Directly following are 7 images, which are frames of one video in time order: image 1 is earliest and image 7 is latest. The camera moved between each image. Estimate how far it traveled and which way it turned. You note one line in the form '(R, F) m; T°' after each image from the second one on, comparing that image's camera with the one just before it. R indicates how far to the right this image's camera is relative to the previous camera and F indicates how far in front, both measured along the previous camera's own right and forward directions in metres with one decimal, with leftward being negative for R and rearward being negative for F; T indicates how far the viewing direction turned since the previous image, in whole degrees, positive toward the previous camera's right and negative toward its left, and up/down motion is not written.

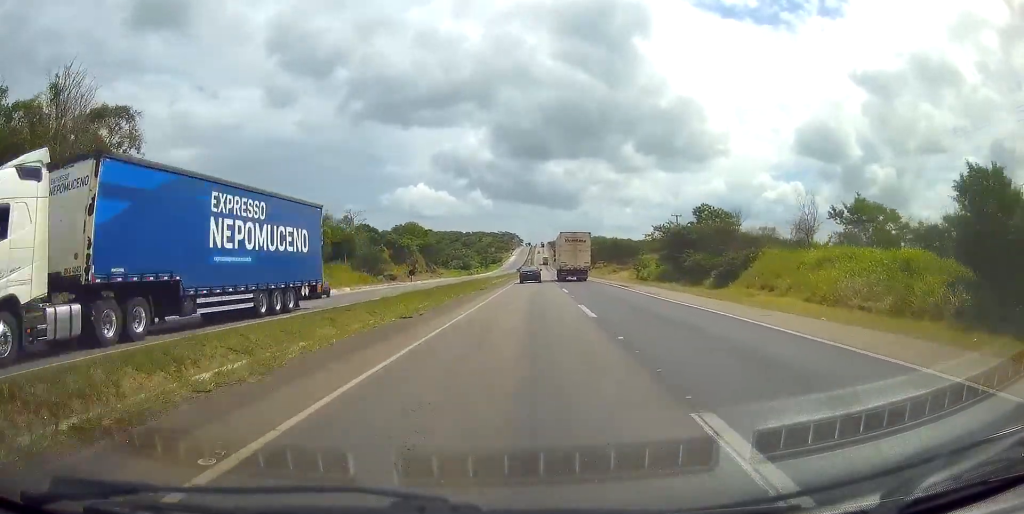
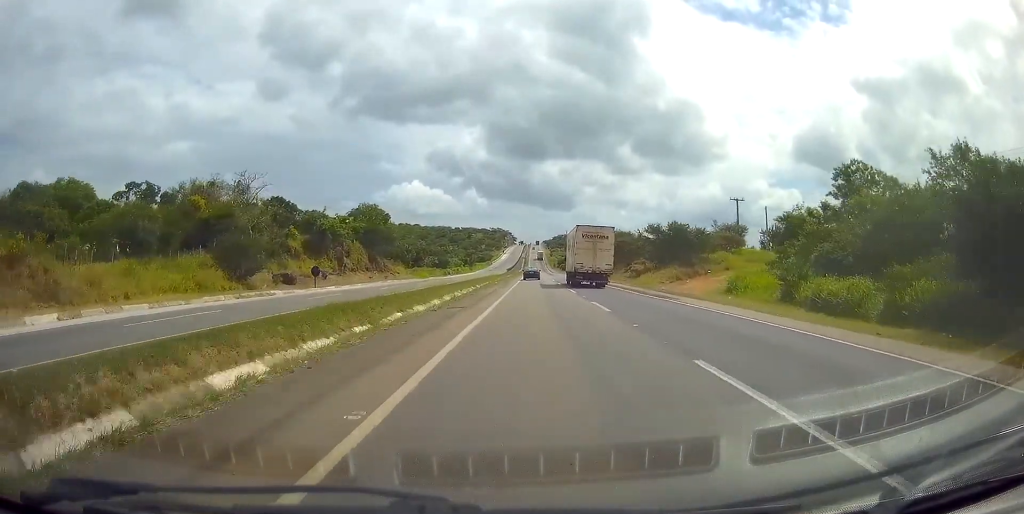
(-0.3, +45.6) m; -1°
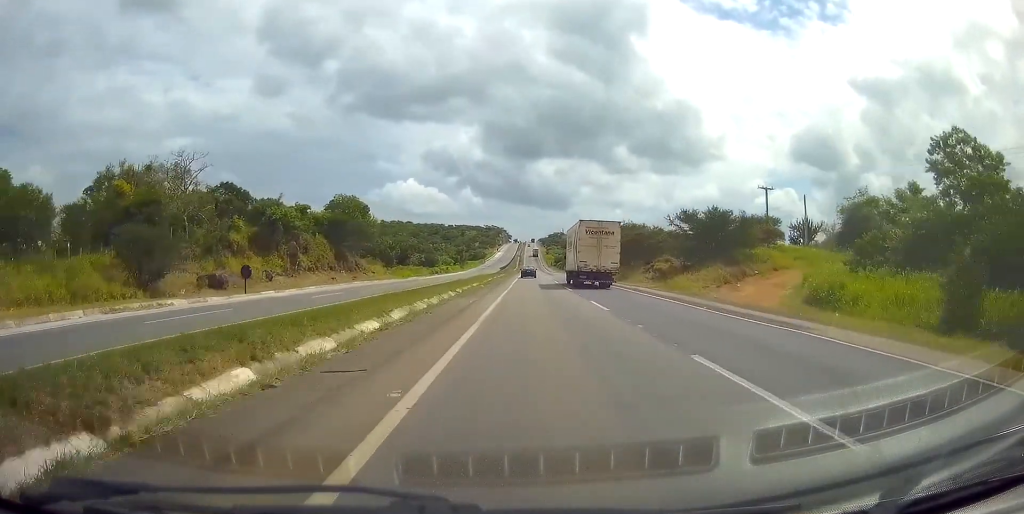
(-0.4, +14.7) m; 0°
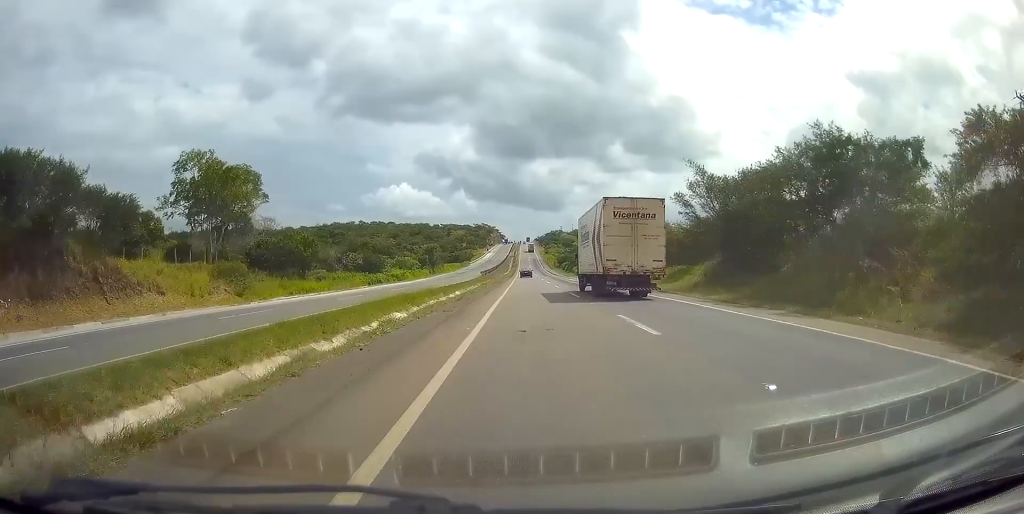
(+1.7, +56.3) m; +2°
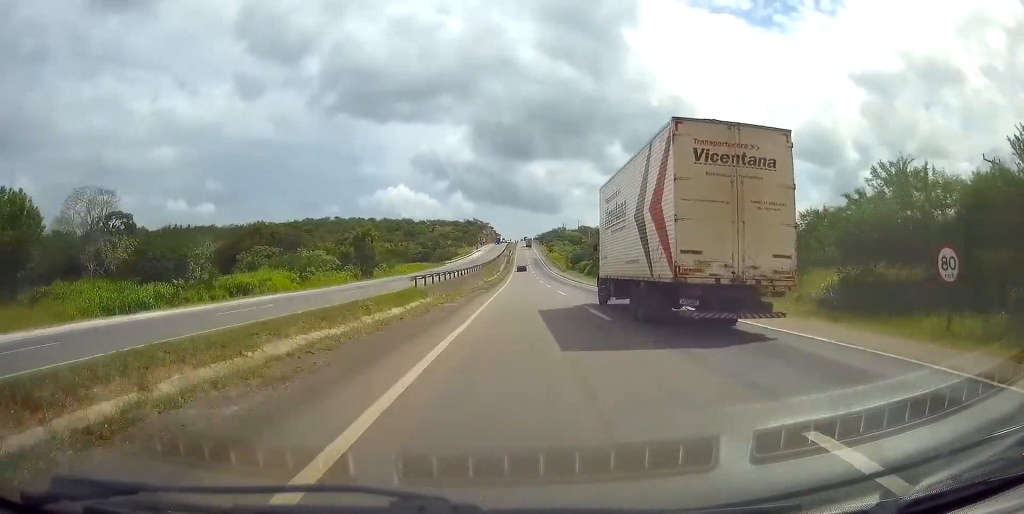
(-0.2, +61.7) m; 0°
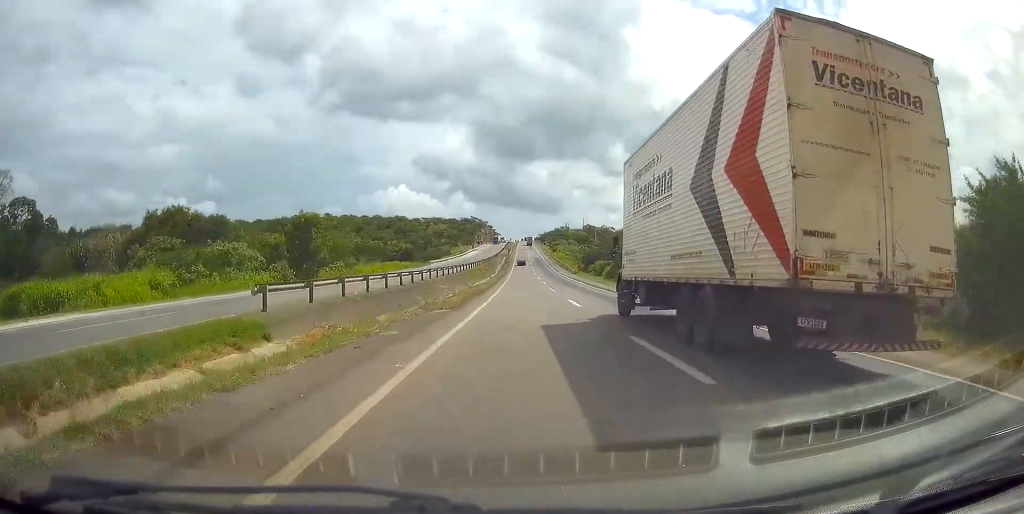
(+0.1, +25.0) m; 0°
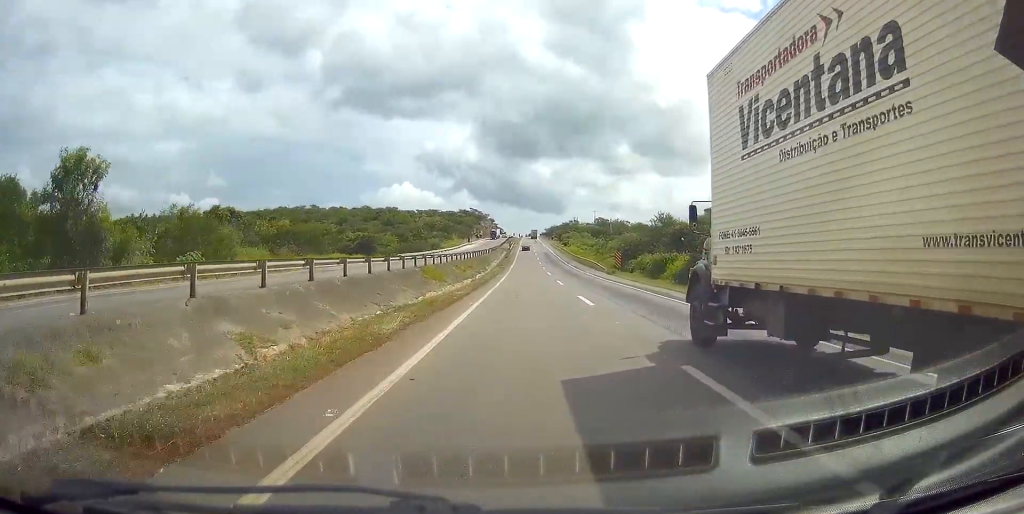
(0.0, +36.4) m; 0°
